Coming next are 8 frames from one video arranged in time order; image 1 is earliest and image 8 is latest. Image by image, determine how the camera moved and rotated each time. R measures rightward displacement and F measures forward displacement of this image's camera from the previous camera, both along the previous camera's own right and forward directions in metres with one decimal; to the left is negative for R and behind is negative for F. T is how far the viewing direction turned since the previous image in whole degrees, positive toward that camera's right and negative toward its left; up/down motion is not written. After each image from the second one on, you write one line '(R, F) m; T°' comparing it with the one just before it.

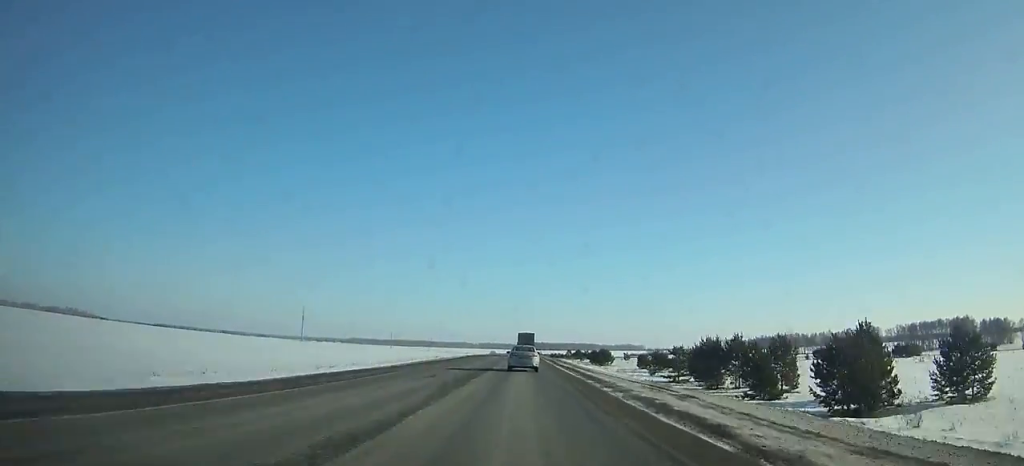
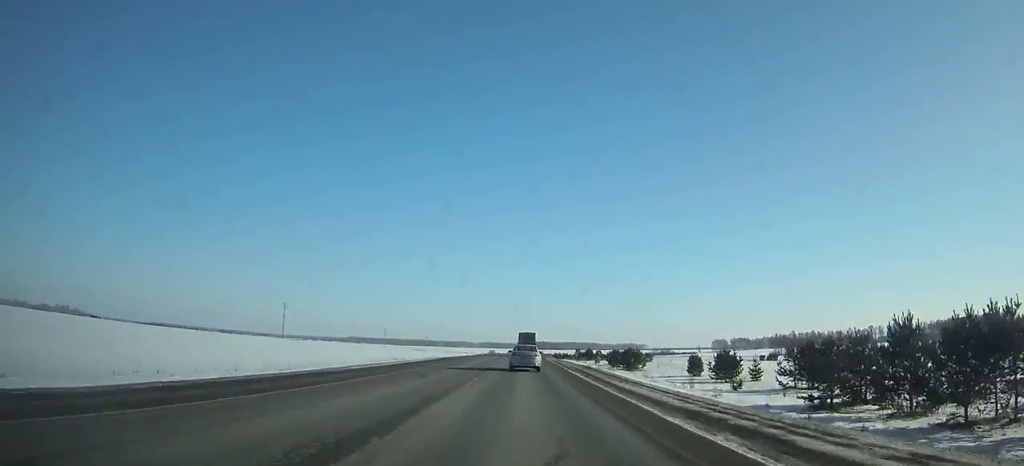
(-0.2, +34.7) m; 0°
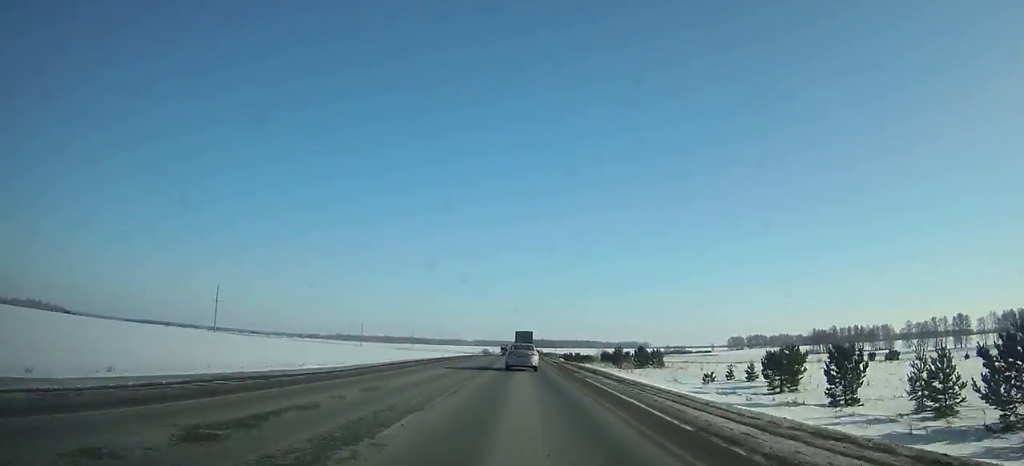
(+0.4, +85.0) m; 0°
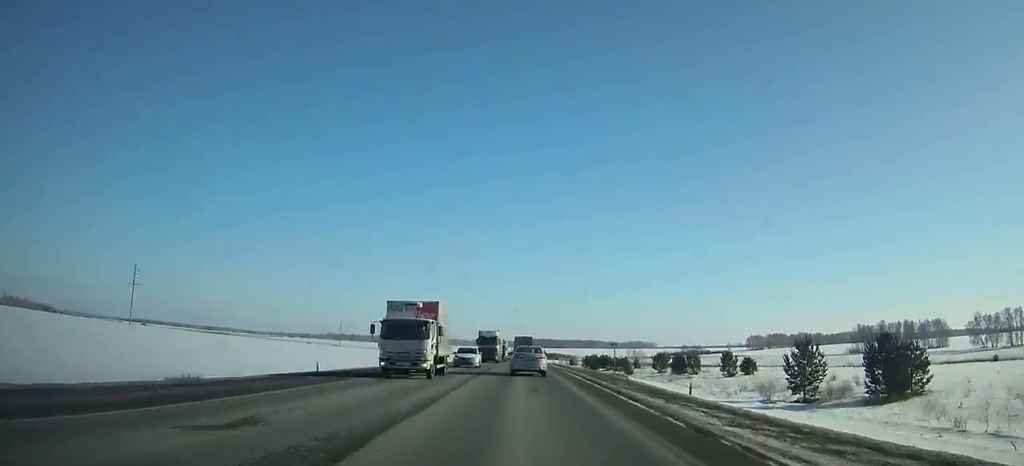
(-0.2, +72.7) m; 0°
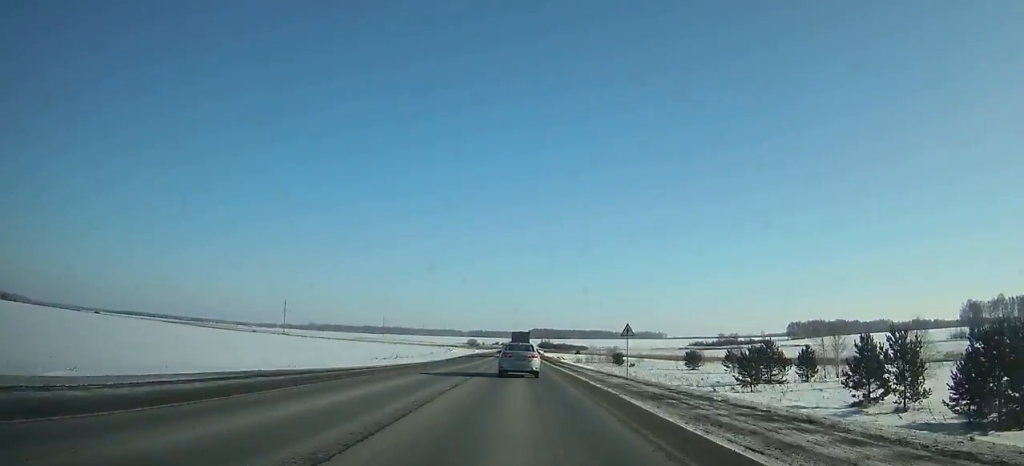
(-0.2, +122.6) m; 0°
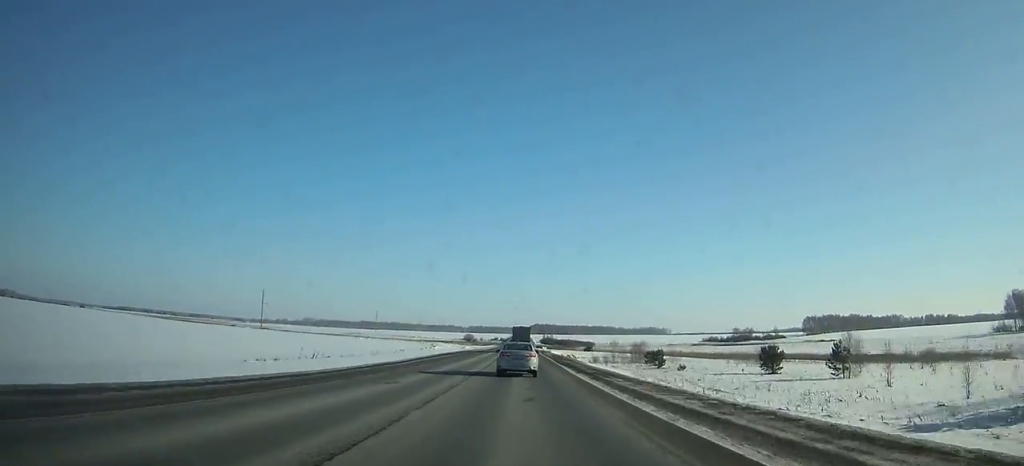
(0.0, +37.1) m; 0°
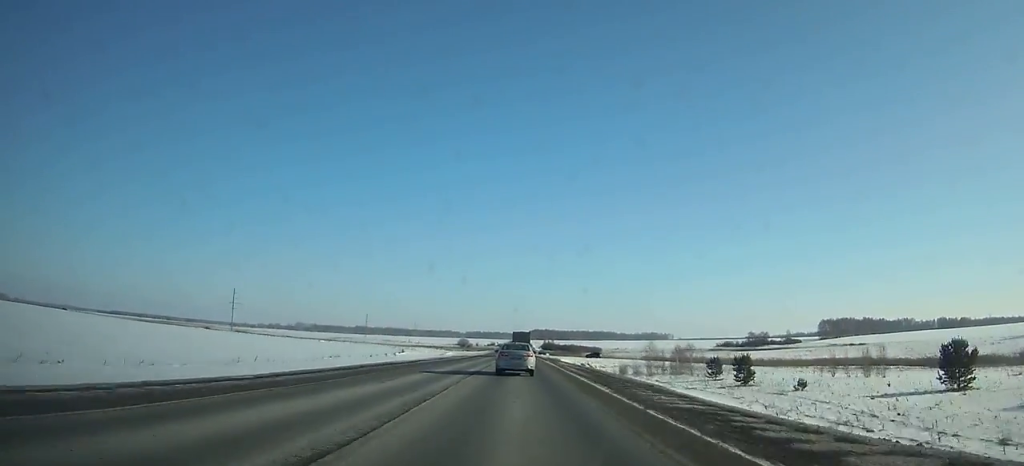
(0.0, +36.9) m; 0°
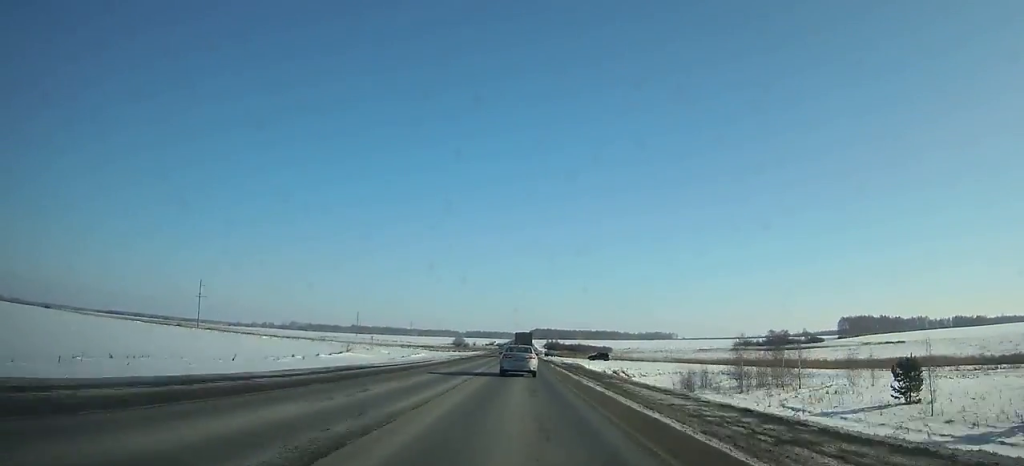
(+0.1, +36.5) m; 0°
